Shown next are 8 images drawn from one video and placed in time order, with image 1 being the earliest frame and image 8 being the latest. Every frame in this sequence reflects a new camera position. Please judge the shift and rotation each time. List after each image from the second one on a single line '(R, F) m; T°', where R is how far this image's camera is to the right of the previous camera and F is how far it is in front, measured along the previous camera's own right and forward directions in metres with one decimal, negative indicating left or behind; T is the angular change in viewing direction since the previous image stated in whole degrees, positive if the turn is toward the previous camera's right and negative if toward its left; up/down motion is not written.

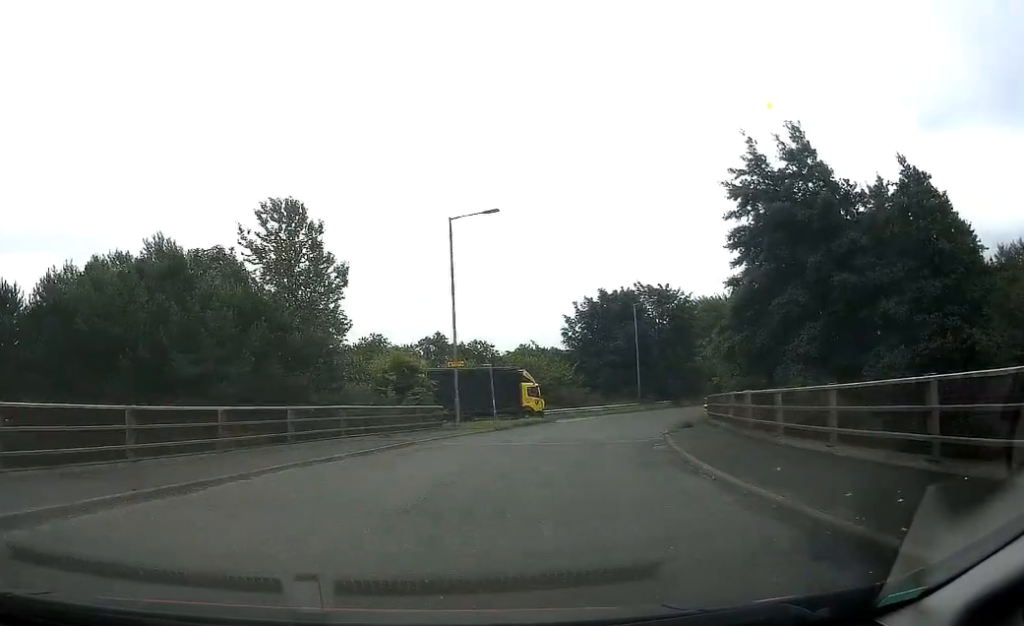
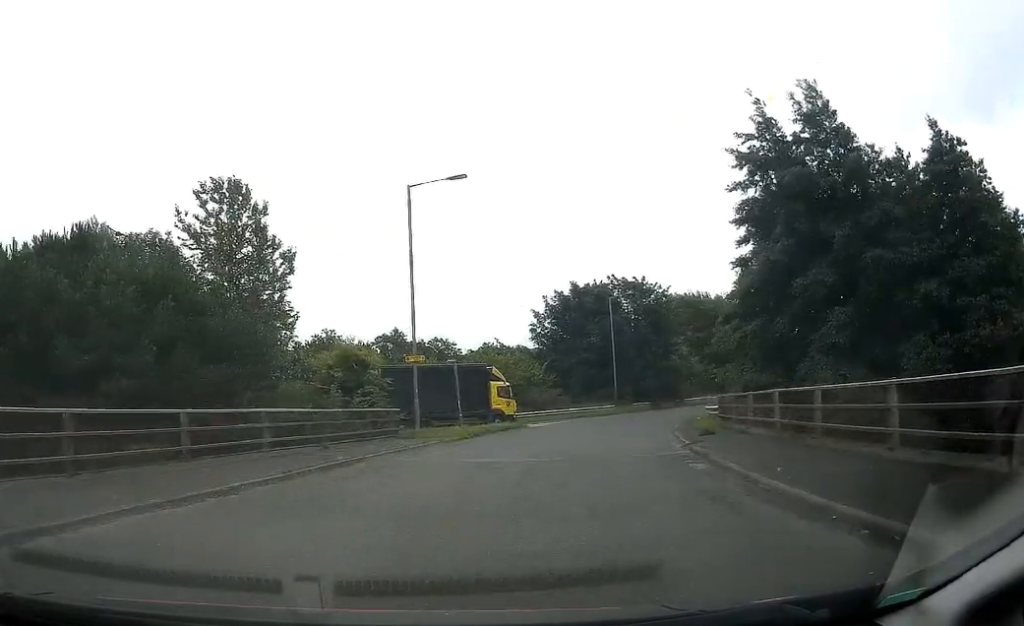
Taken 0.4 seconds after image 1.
(+0.1, +5.8) m; +5°
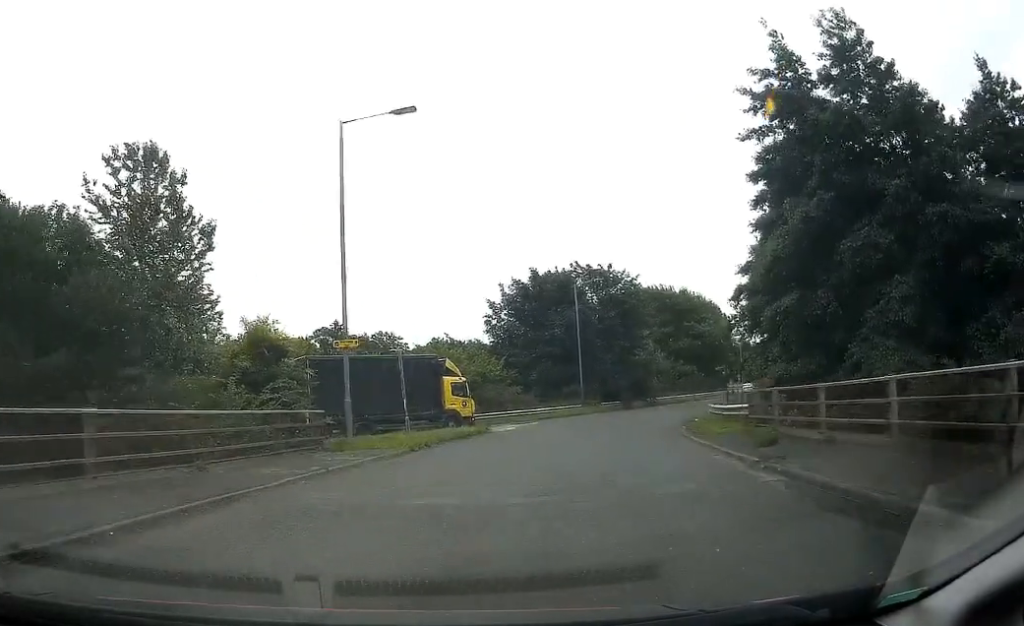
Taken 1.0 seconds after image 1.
(+0.4, +7.0) m; +5°
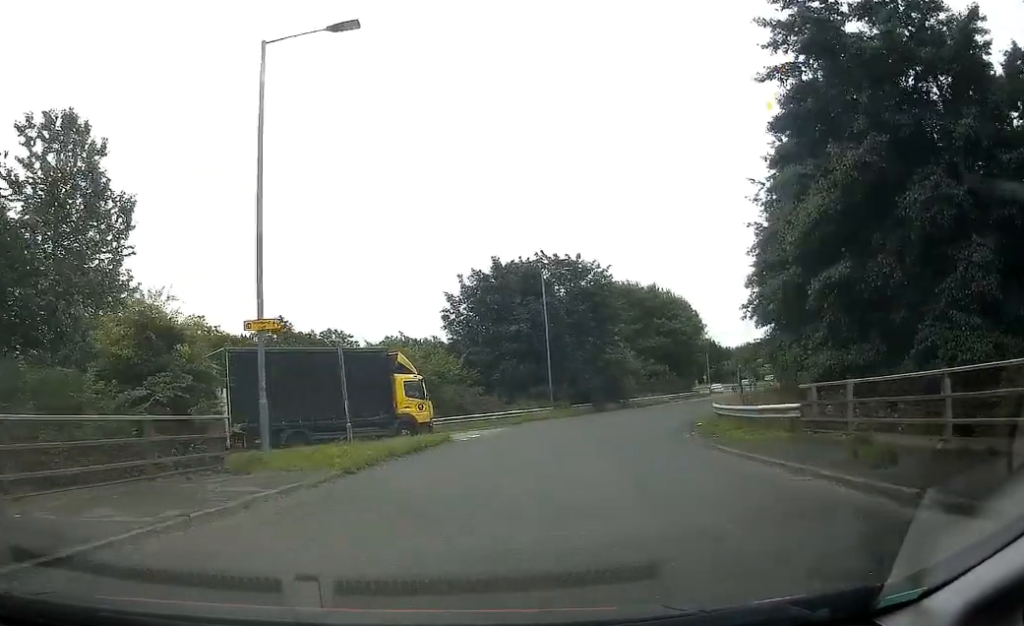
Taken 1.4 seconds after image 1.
(-0.1, +5.7) m; +4°
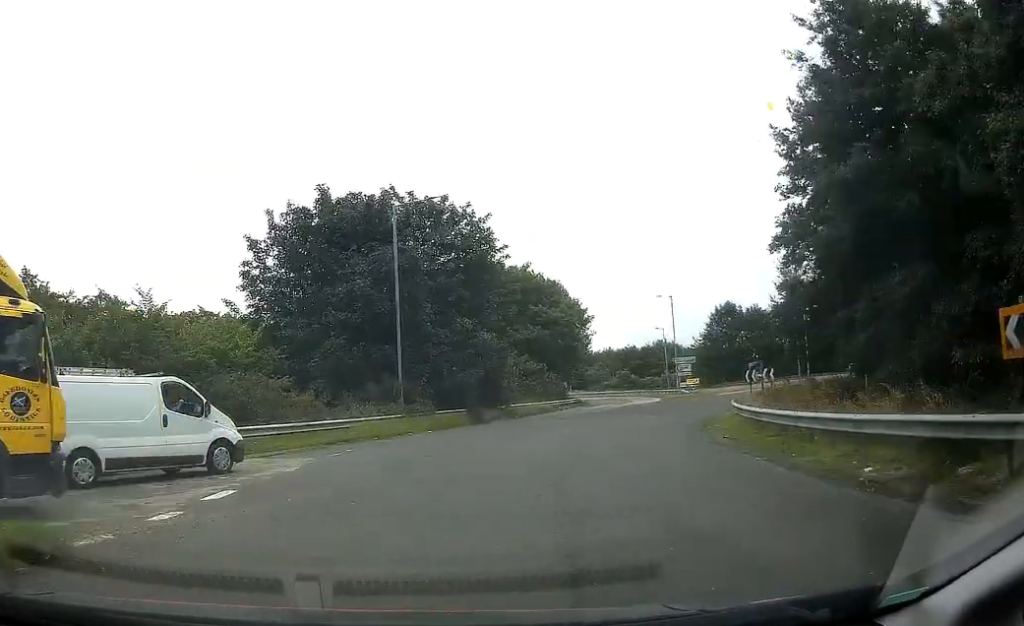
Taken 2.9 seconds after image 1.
(+2.4, +18.6) m; +12°
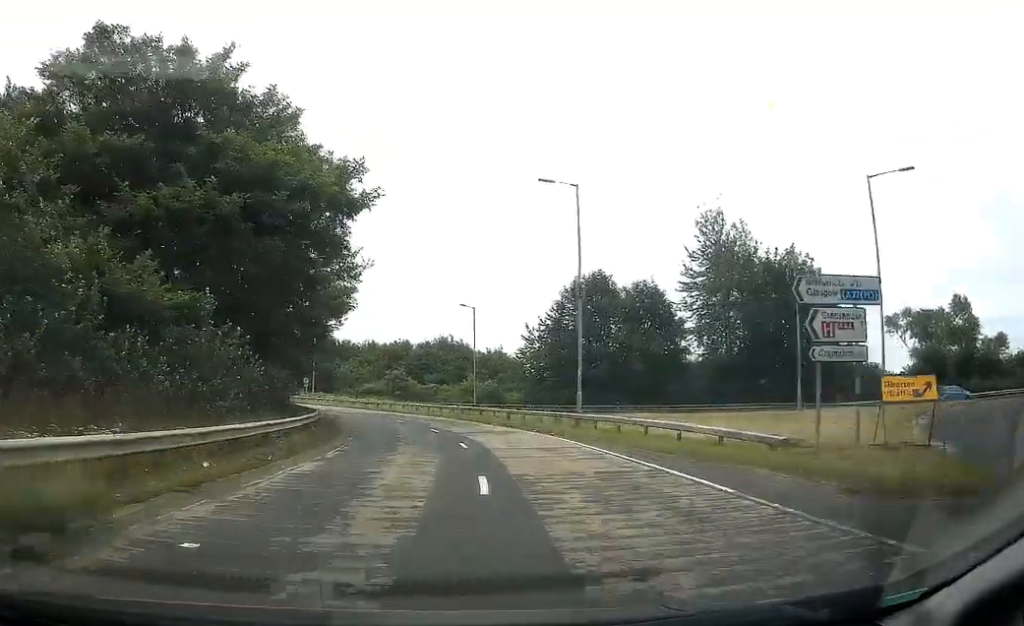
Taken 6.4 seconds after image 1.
(+10.0, +44.9) m; +24°
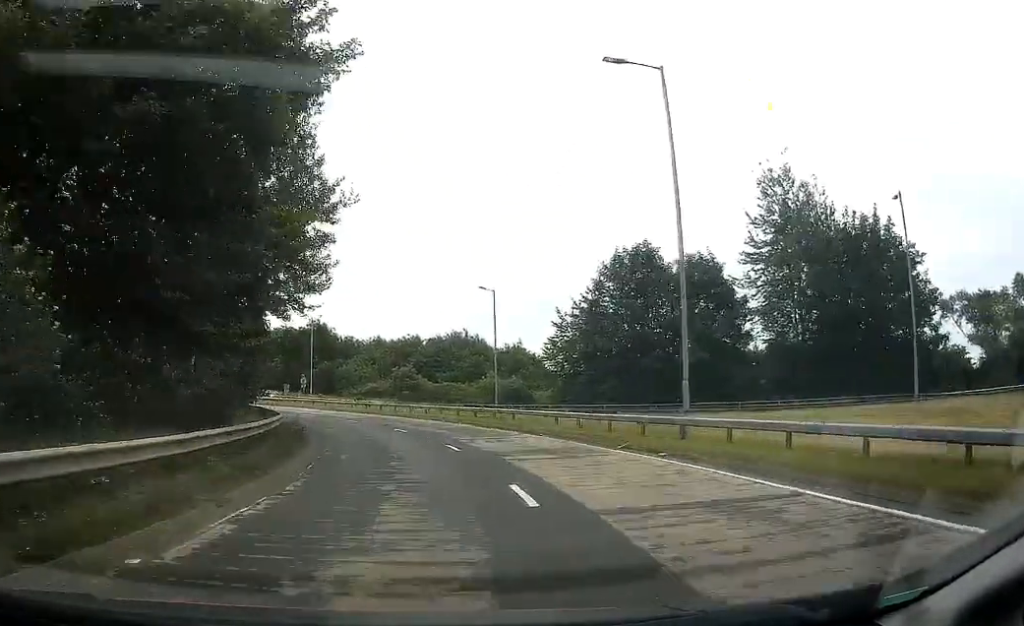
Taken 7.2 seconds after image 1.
(+0.2, +11.5) m; 0°
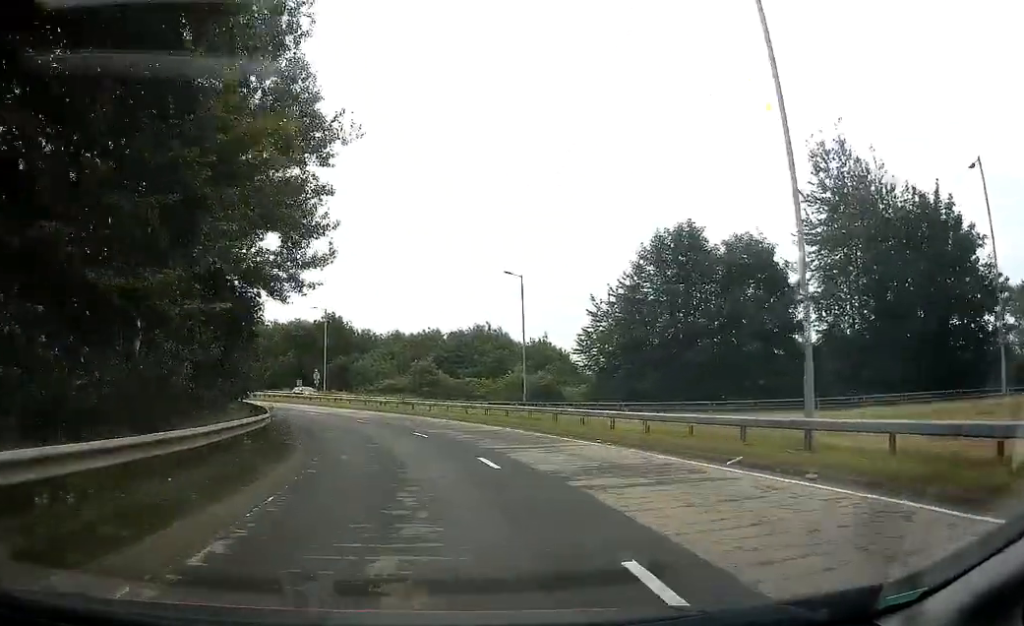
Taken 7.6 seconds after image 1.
(0.0, +5.5) m; -1°
